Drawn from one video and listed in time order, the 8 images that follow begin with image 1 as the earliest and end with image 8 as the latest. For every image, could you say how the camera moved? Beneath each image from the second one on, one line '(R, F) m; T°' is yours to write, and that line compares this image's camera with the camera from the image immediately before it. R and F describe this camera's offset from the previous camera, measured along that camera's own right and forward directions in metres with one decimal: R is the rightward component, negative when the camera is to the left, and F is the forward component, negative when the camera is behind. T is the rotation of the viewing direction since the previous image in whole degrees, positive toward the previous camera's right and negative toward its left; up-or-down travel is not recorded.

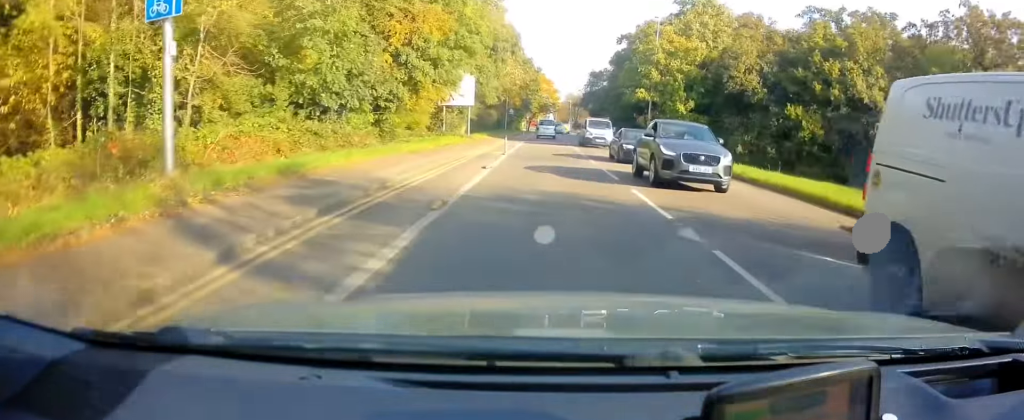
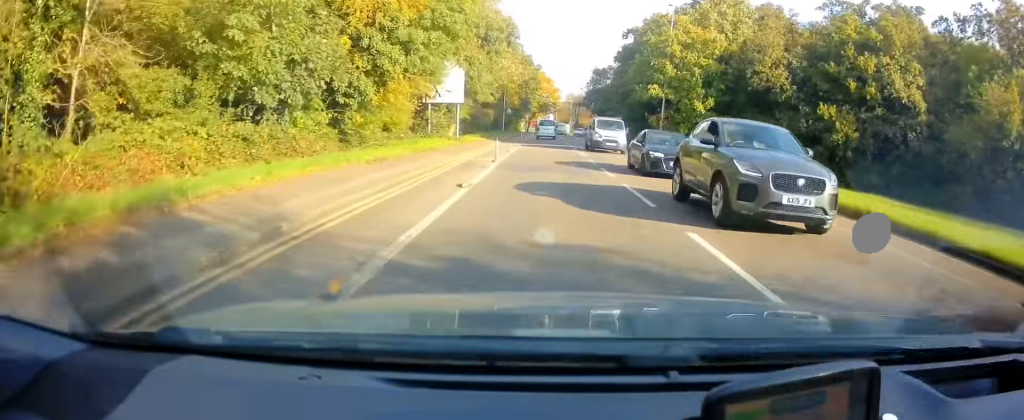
(+0.2, +4.9) m; 0°
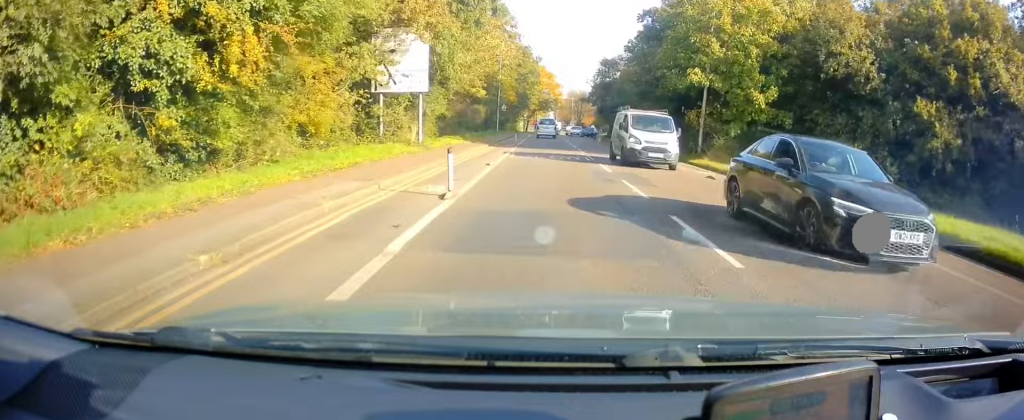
(-0.2, +10.3) m; -2°
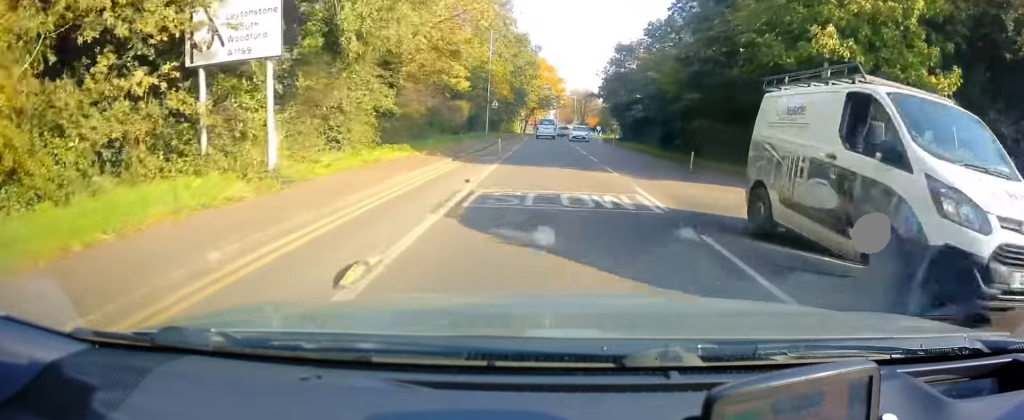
(-0.1, +13.4) m; 0°
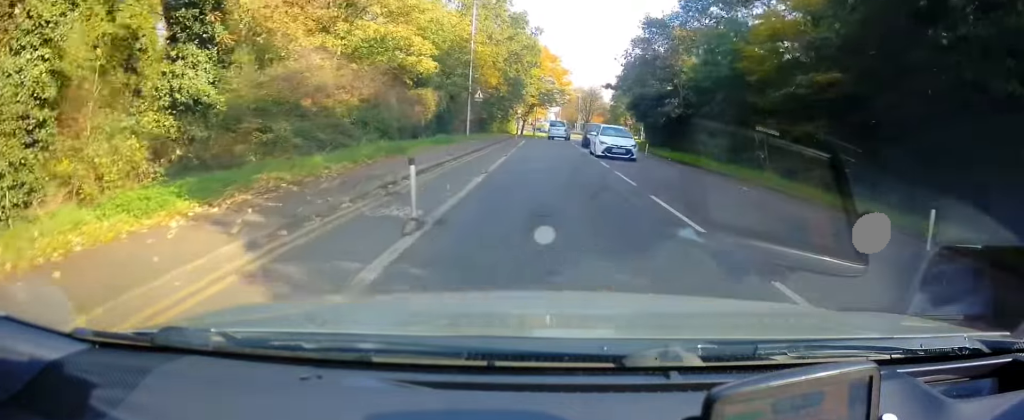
(+0.3, +14.5) m; +3°
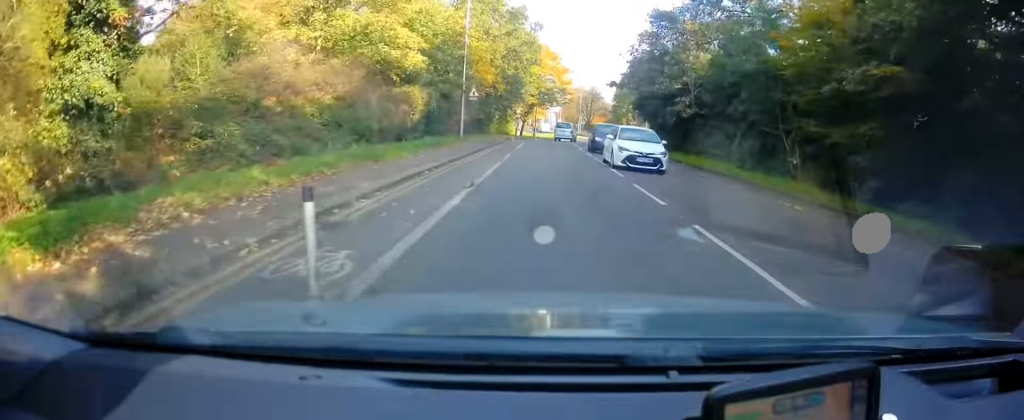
(+0.3, +3.1) m; -1°
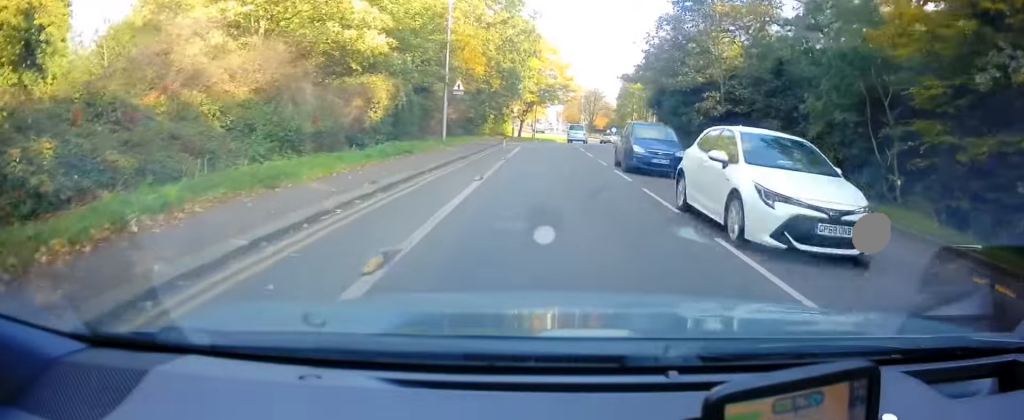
(-0.4, +6.5) m; -2°
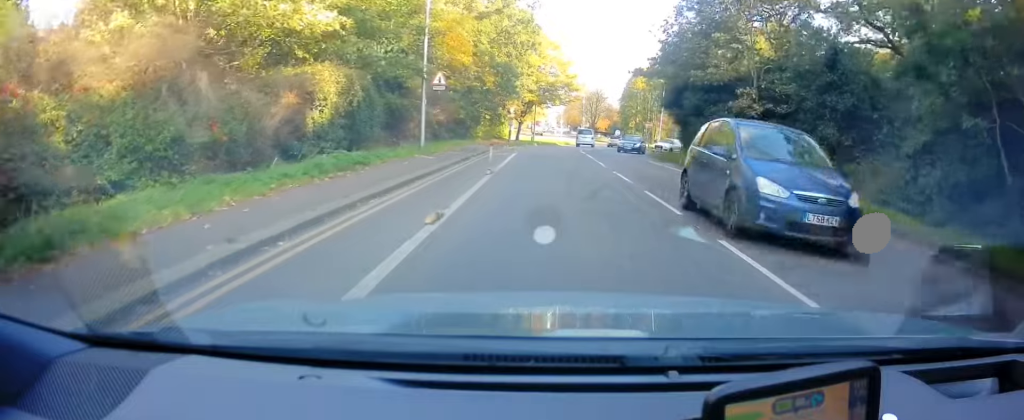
(0.0, +5.3) m; 0°
